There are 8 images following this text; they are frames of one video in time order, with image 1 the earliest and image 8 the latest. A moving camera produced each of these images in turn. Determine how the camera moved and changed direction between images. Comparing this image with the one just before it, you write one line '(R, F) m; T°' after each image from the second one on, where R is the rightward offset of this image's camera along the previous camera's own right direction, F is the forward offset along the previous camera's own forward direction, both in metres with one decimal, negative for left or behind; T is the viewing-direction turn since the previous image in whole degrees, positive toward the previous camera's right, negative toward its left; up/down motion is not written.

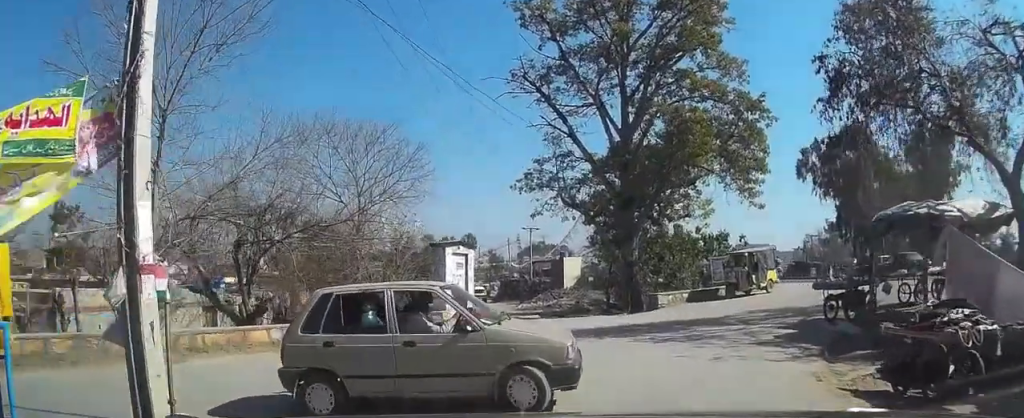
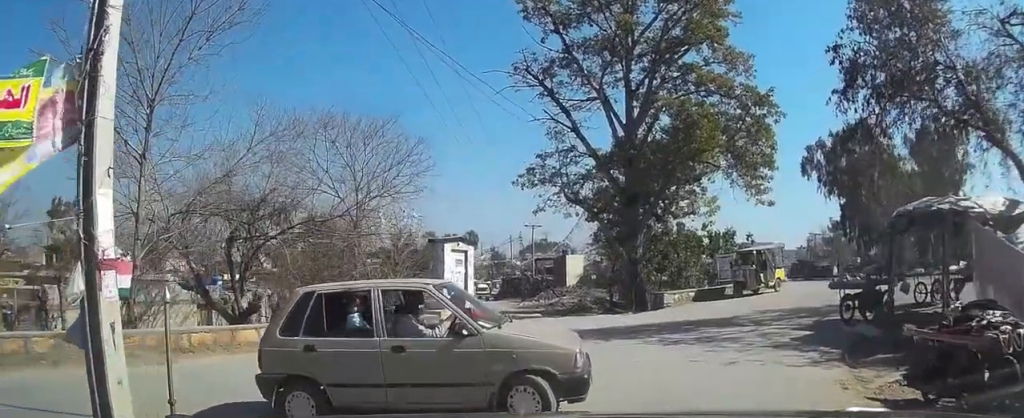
(+0.1, +1.9) m; +1°
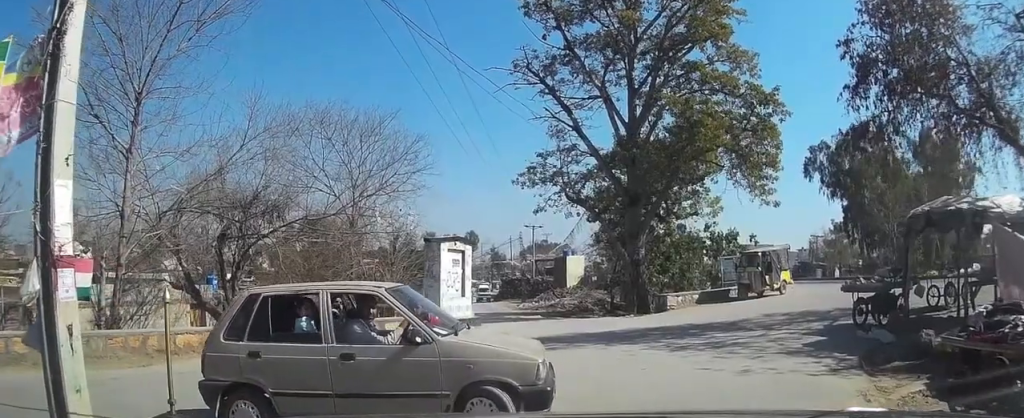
(0.0, +1.9) m; 0°
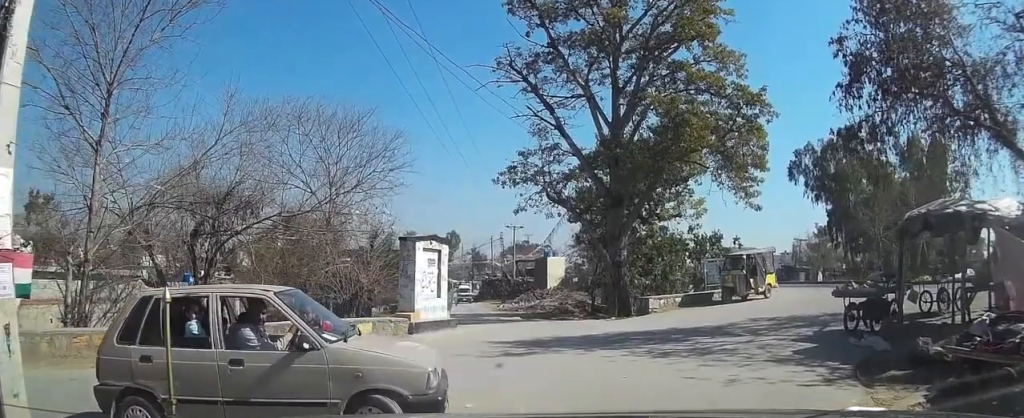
(+0.1, +1.3) m; +2°
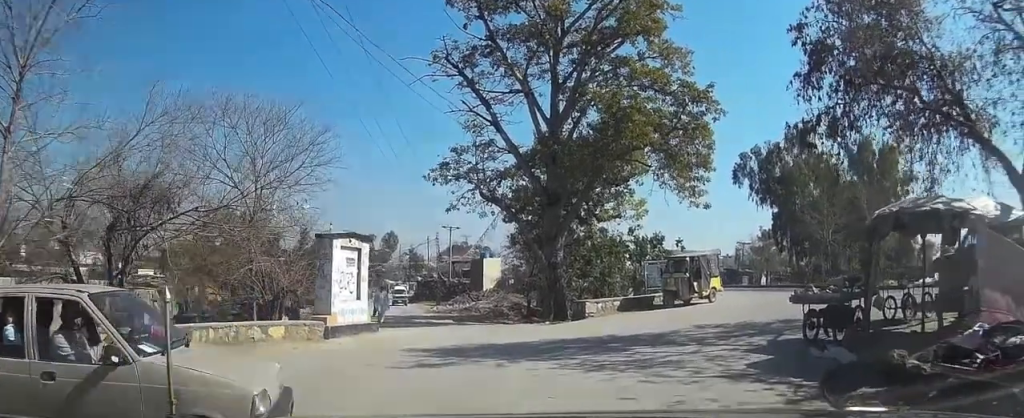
(+0.2, +1.1) m; +13°
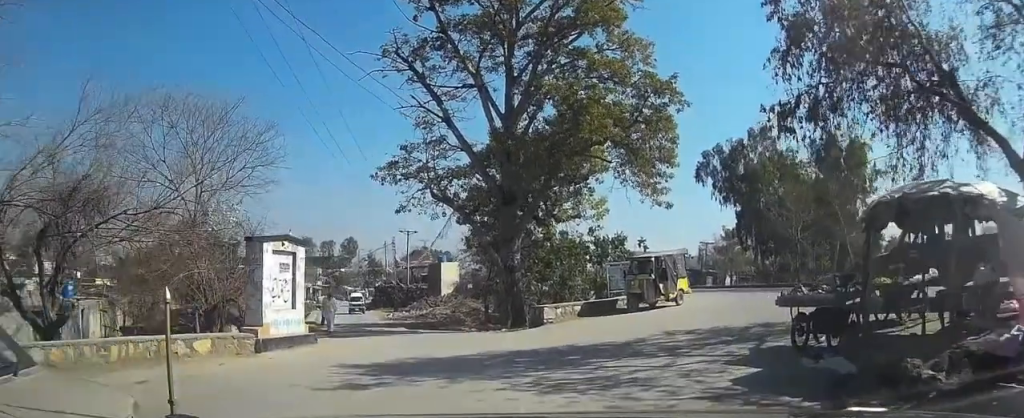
(0.0, +1.0) m; 0°
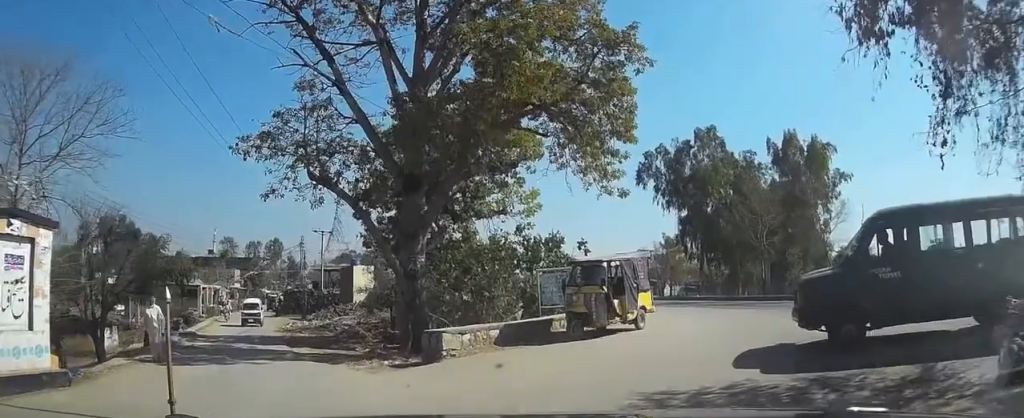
(-0.3, +5.0) m; -3°
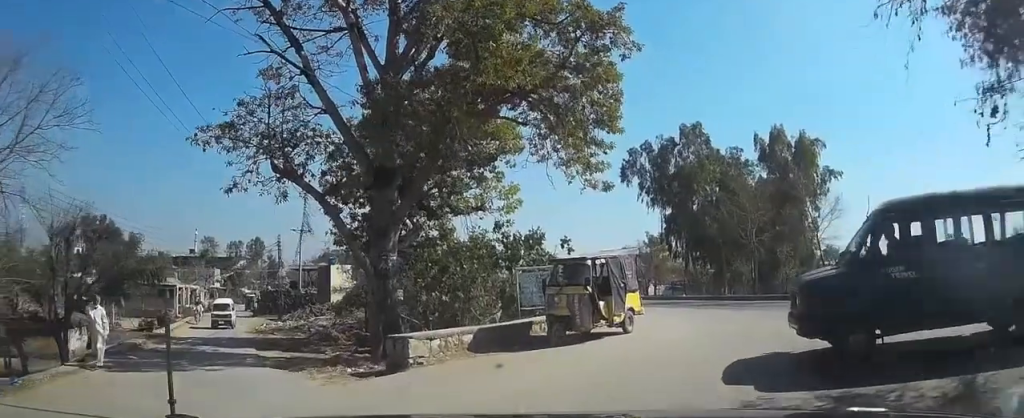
(-0.1, +1.4) m; +2°
